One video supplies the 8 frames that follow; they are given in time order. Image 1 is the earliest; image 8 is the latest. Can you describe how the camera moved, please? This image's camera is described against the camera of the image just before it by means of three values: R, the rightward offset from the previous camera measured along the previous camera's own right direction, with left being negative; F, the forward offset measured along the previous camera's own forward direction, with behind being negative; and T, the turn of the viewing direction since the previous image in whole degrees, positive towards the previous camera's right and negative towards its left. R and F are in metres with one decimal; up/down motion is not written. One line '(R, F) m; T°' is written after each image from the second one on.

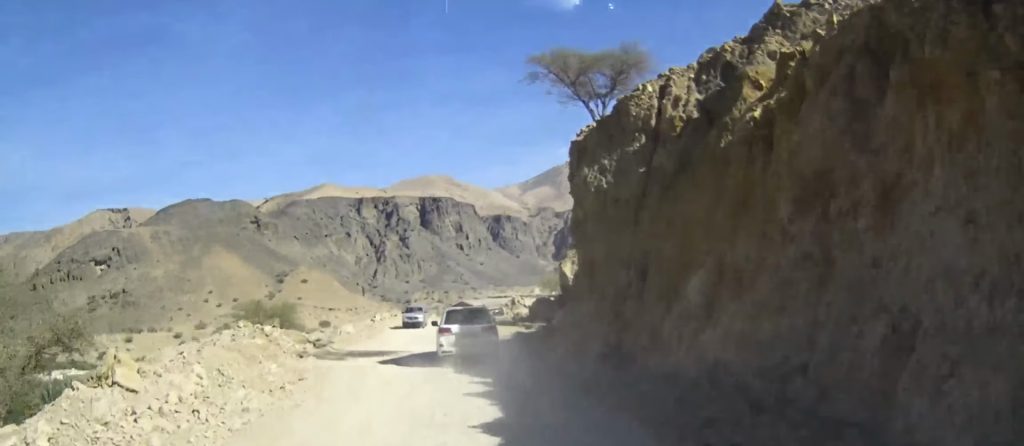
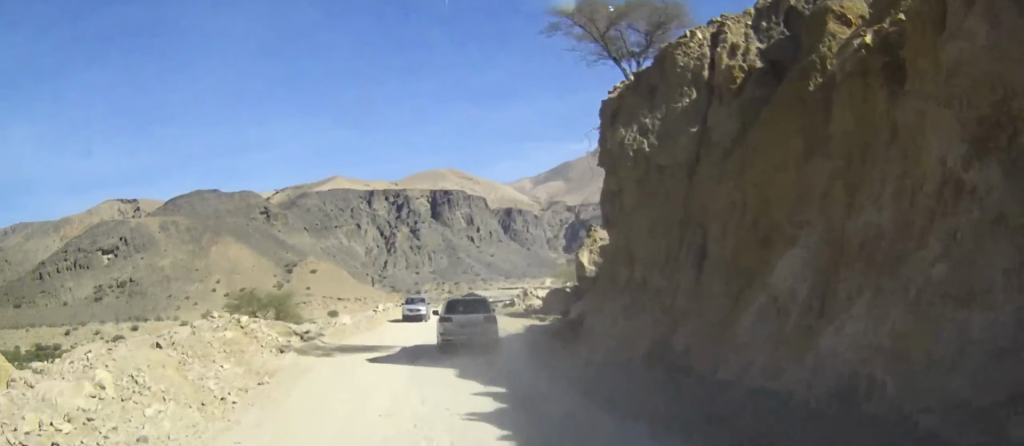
(-0.1, +4.2) m; -2°
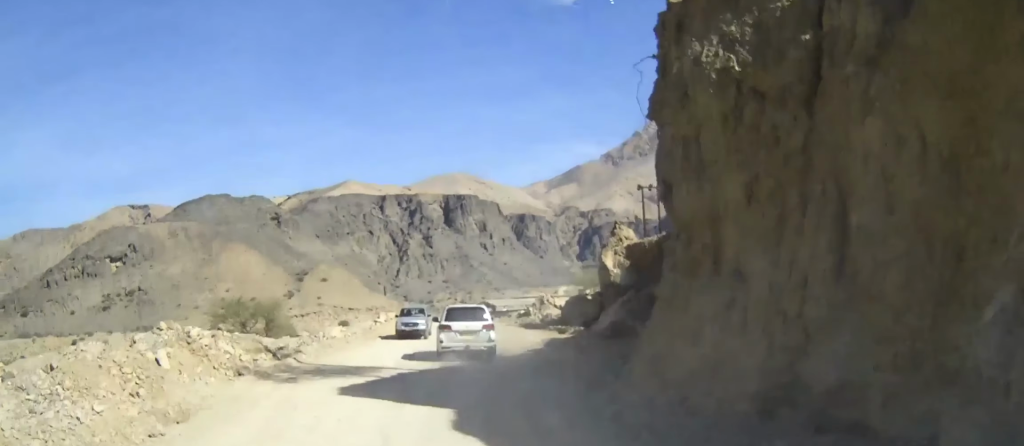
(0.0, +5.4) m; 0°
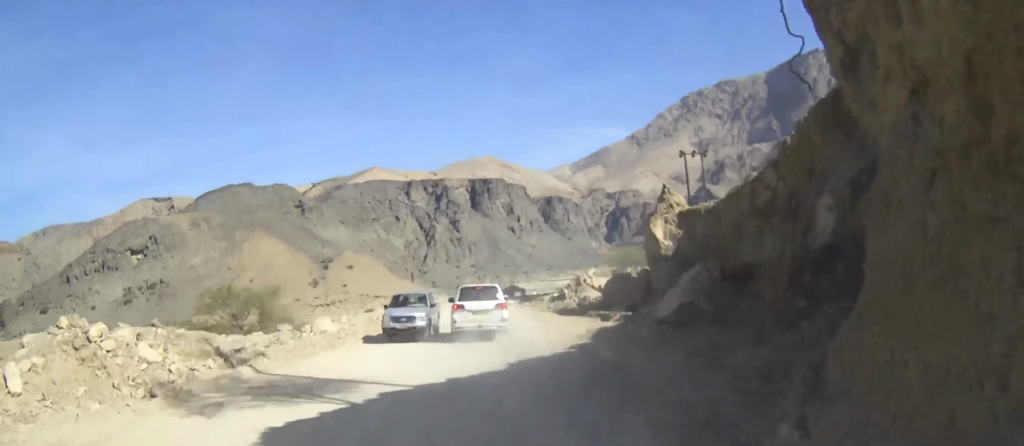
(-0.1, +7.0) m; -2°
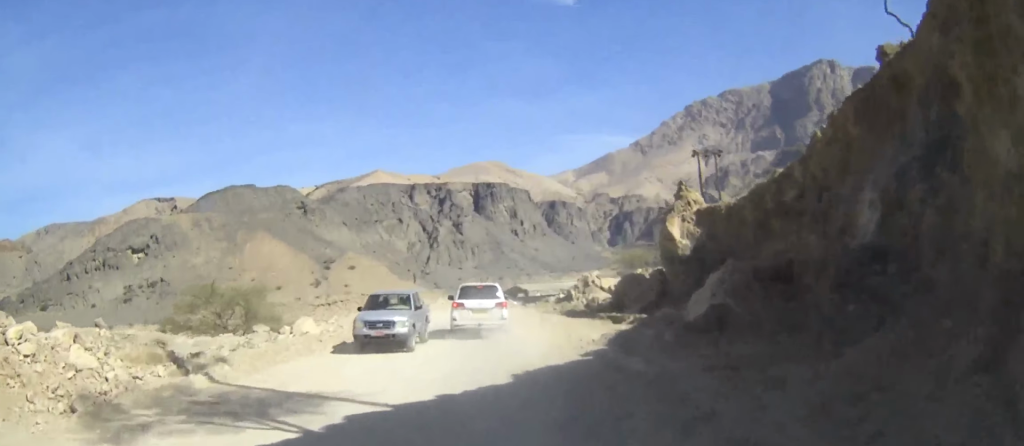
(0.0, +3.2) m; -1°
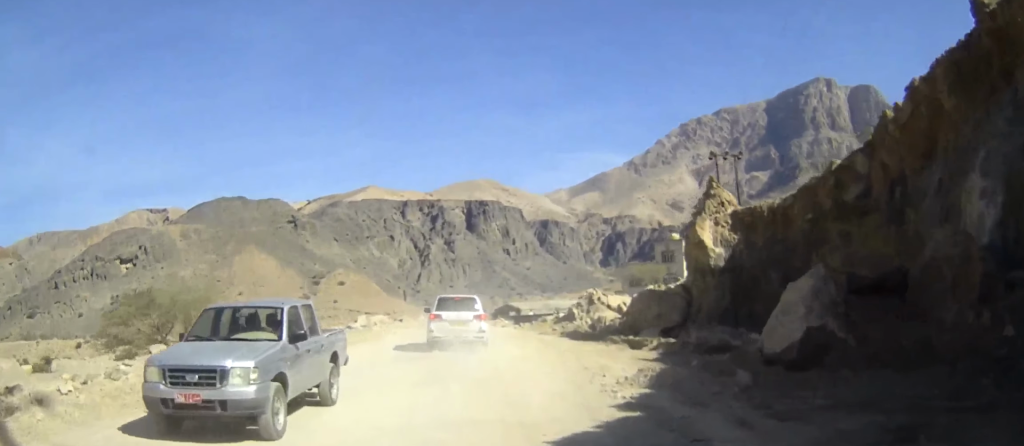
(-0.1, +6.8) m; 0°
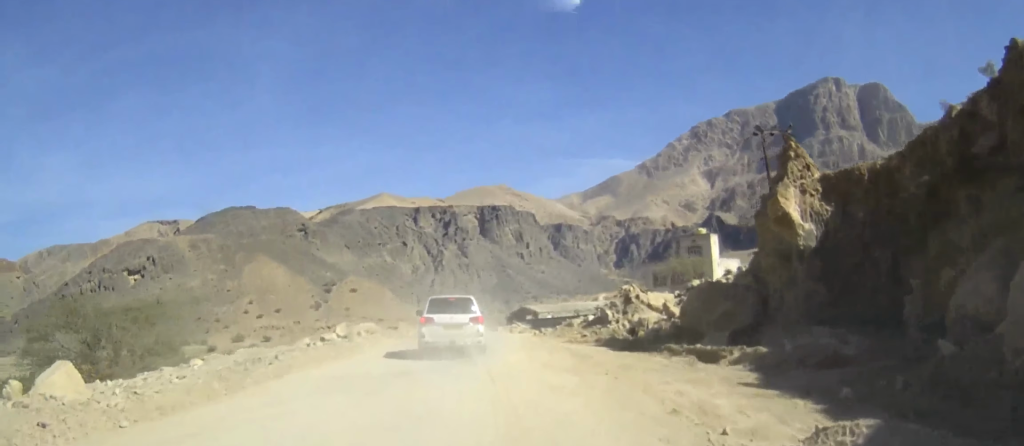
(0.0, +7.7) m; 0°
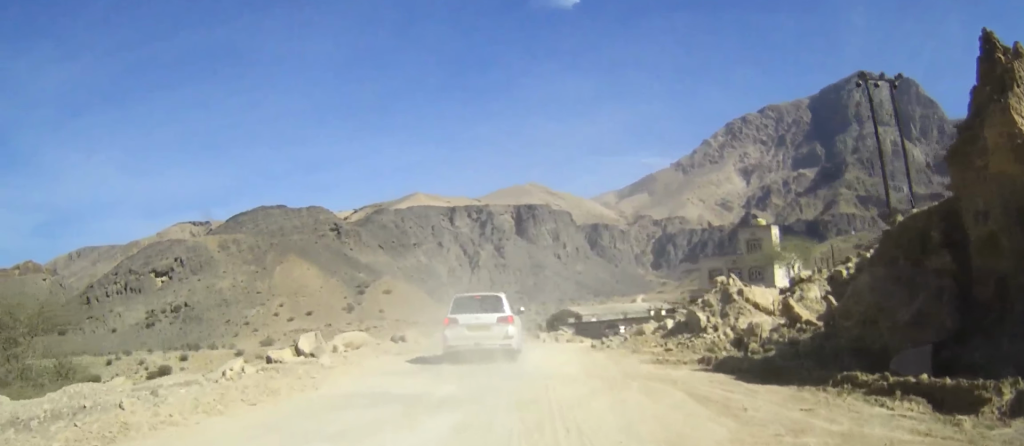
(-0.2, +11.0) m; -2°
